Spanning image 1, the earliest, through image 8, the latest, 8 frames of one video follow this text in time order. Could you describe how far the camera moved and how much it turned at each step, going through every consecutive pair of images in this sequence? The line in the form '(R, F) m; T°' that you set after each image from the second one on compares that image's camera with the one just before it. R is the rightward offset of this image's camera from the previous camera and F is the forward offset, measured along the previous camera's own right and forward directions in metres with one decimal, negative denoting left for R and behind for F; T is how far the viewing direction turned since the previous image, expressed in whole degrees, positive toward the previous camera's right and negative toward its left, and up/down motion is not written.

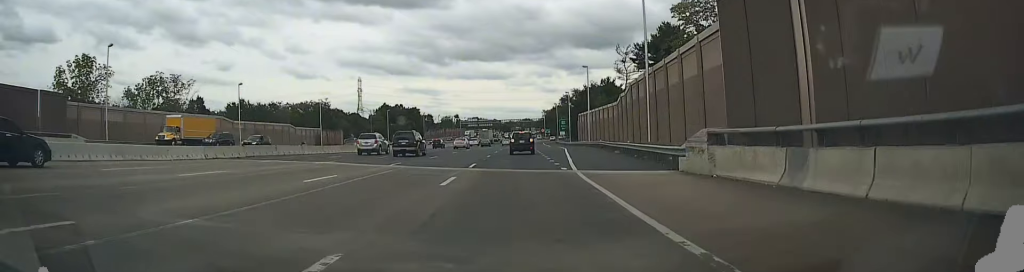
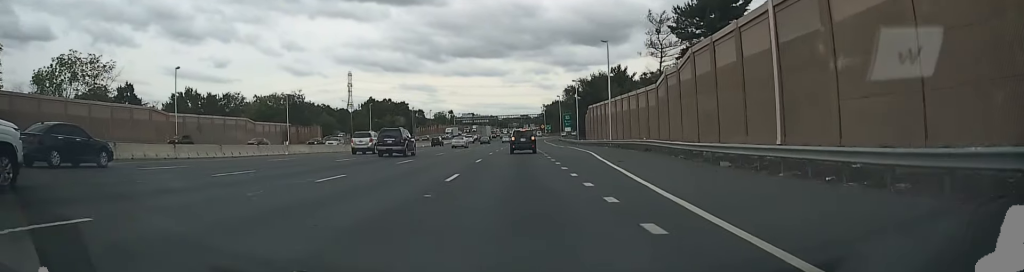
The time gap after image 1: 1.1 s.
(+0.2, +22.8) m; 0°
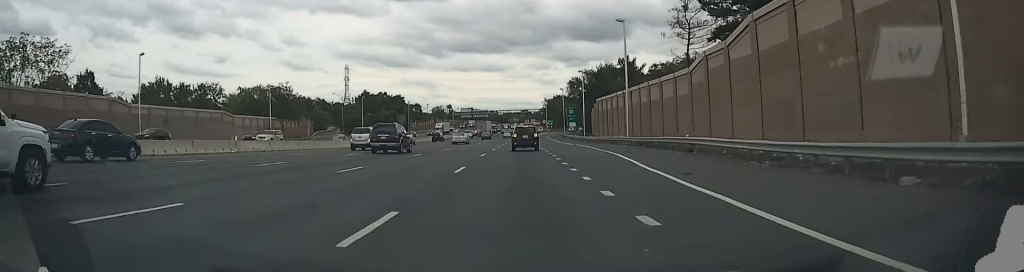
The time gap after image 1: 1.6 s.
(-0.3, +10.0) m; 0°
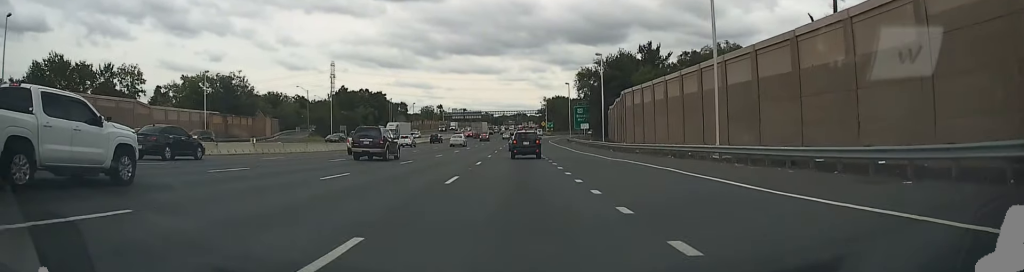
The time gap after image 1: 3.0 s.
(+0.4, +27.2) m; +1°
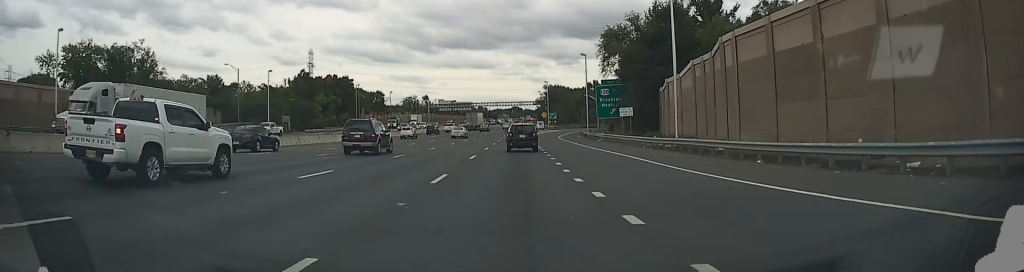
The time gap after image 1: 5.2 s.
(-0.2, +38.8) m; 0°
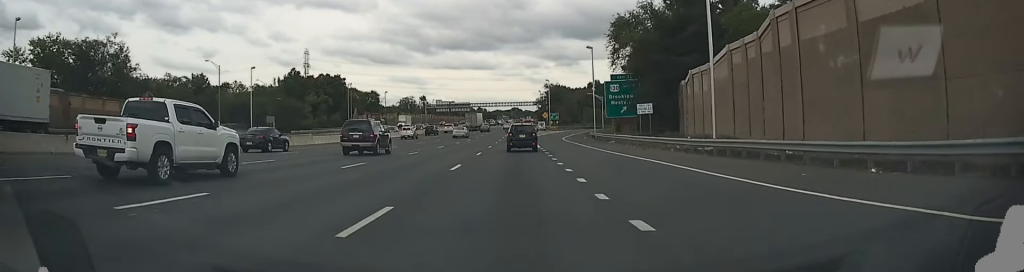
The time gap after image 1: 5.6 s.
(-0.1, +8.1) m; 0°
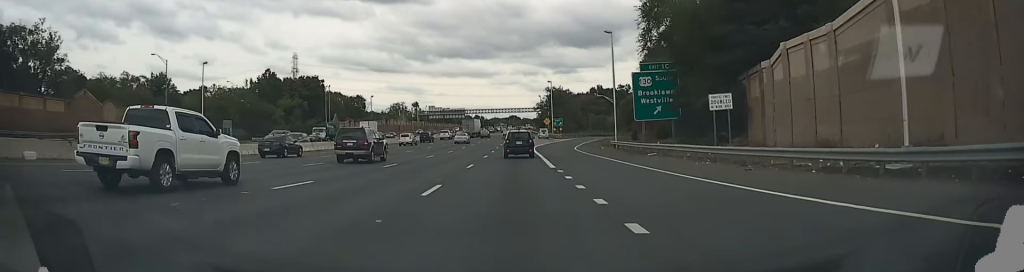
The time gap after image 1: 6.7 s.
(+0.2, +18.0) m; 0°
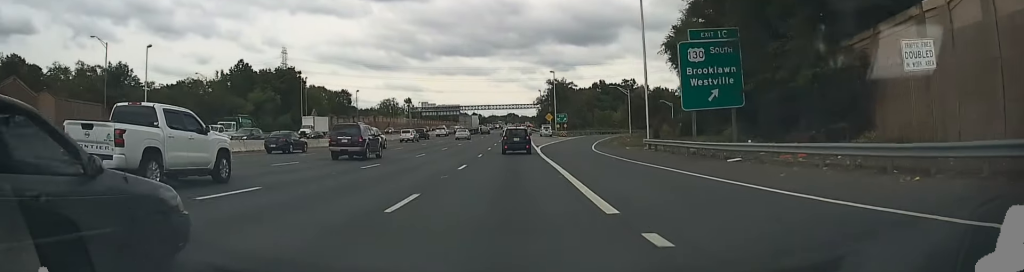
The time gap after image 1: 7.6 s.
(-0.2, +15.5) m; 0°
